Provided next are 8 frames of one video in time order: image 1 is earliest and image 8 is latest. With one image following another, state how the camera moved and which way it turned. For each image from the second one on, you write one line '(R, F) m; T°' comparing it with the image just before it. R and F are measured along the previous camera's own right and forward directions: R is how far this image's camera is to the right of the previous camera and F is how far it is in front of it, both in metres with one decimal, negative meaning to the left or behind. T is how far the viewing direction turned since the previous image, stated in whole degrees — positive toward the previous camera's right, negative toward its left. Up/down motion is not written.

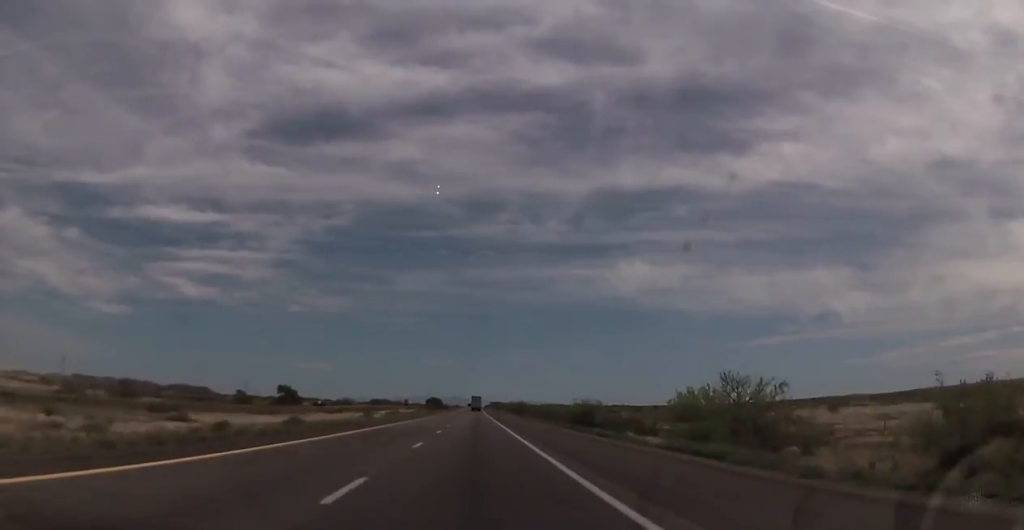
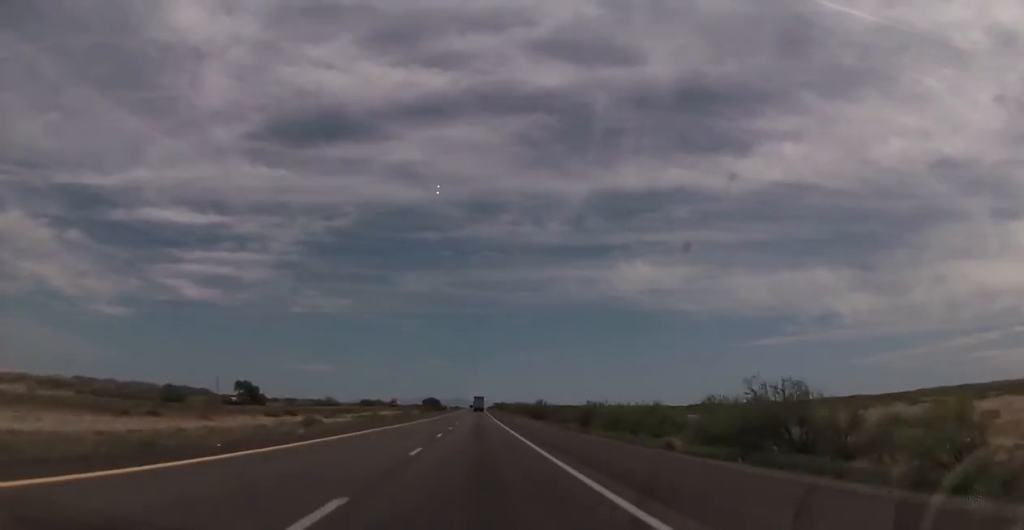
(+0.5, +39.4) m; 0°
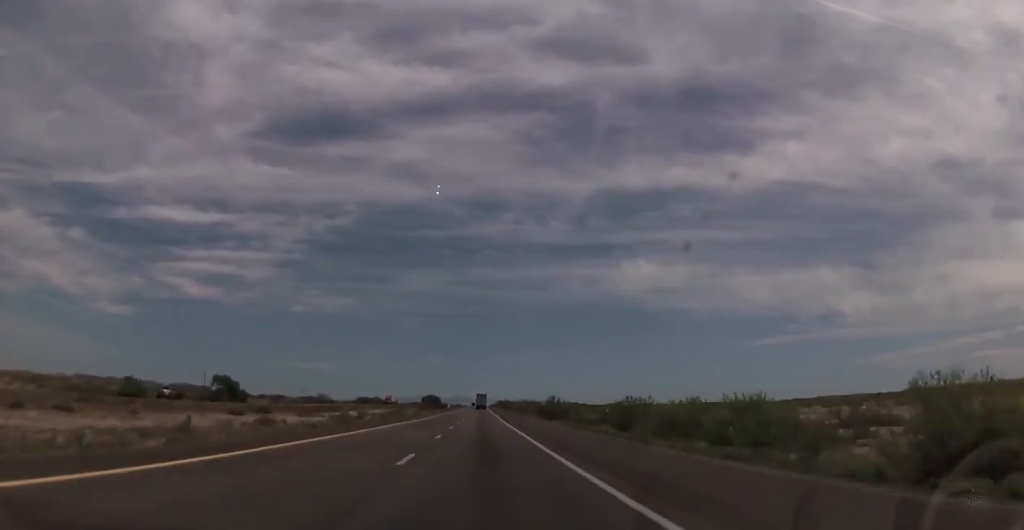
(-0.2, +16.0) m; 0°
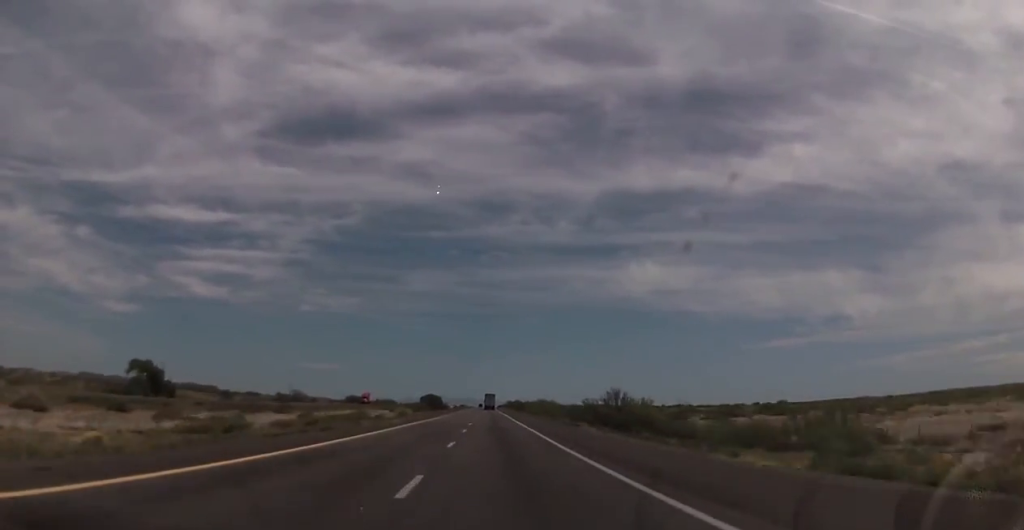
(-0.3, +41.9) m; 0°
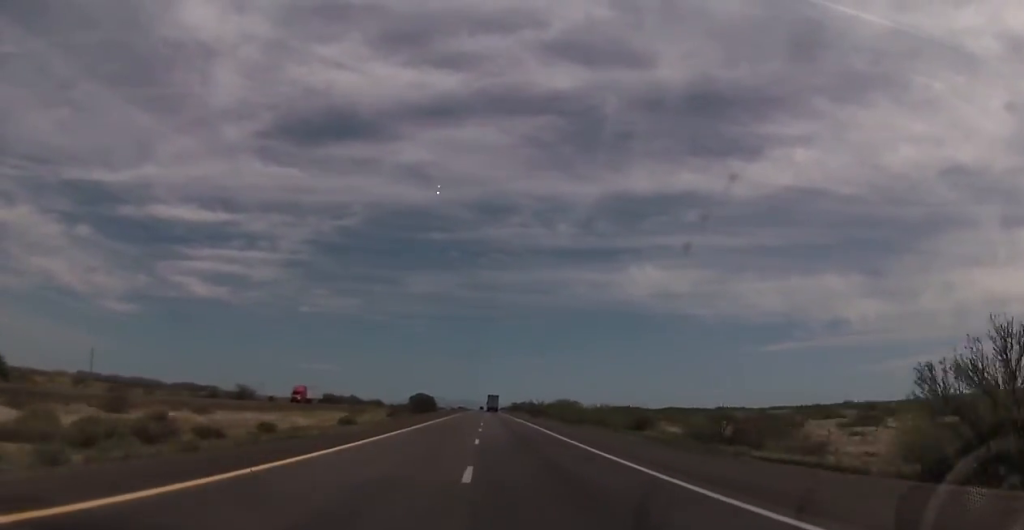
(-0.1, +46.5) m; 0°
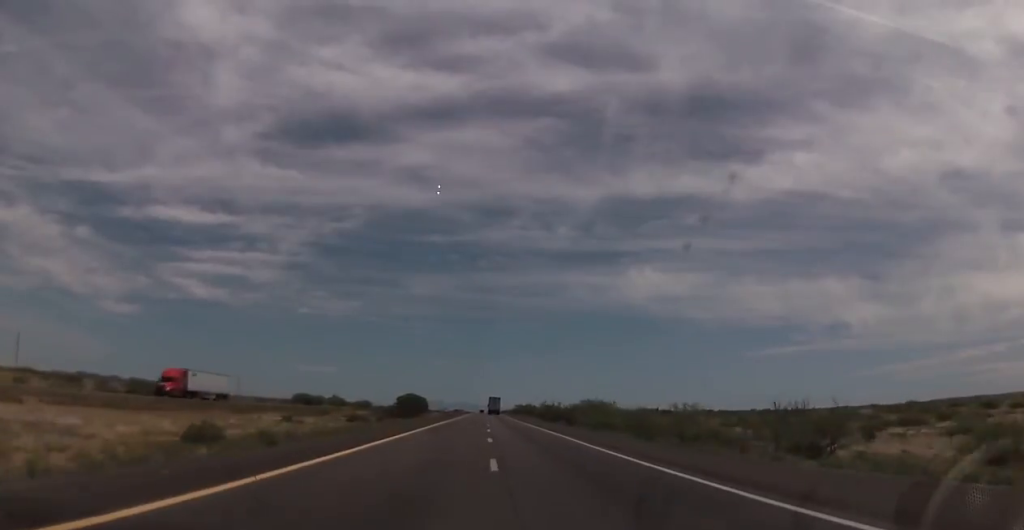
(0.0, +34.1) m; 0°
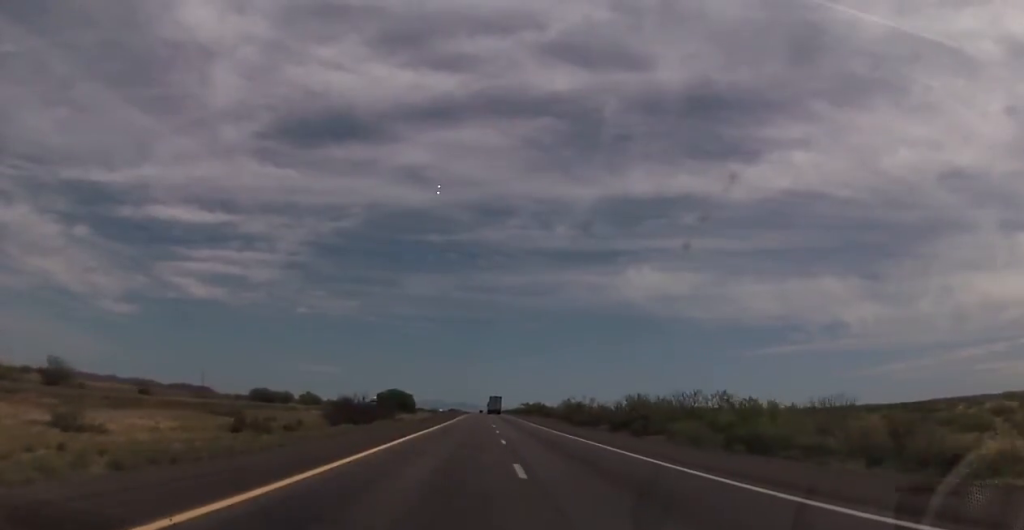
(-0.1, +37.7) m; 0°
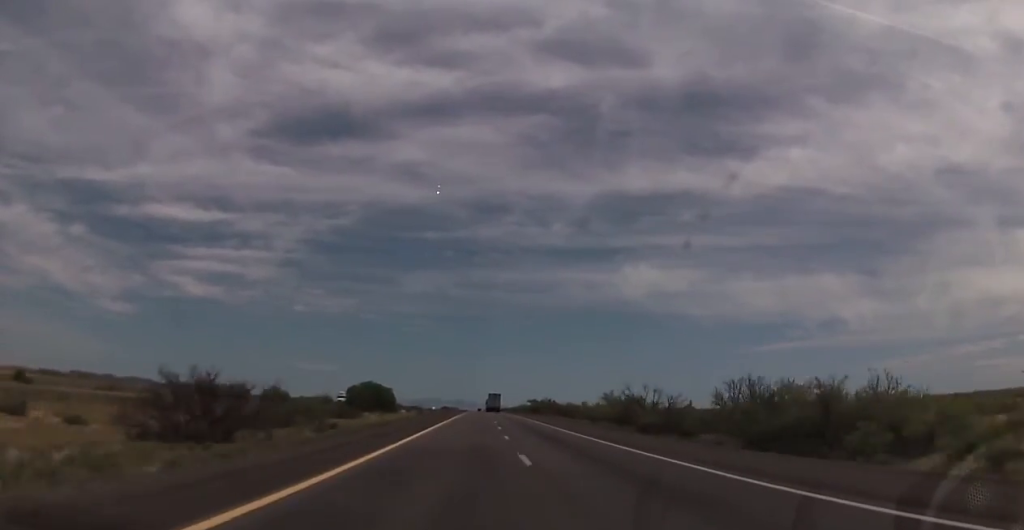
(0.0, +34.1) m; +1°
